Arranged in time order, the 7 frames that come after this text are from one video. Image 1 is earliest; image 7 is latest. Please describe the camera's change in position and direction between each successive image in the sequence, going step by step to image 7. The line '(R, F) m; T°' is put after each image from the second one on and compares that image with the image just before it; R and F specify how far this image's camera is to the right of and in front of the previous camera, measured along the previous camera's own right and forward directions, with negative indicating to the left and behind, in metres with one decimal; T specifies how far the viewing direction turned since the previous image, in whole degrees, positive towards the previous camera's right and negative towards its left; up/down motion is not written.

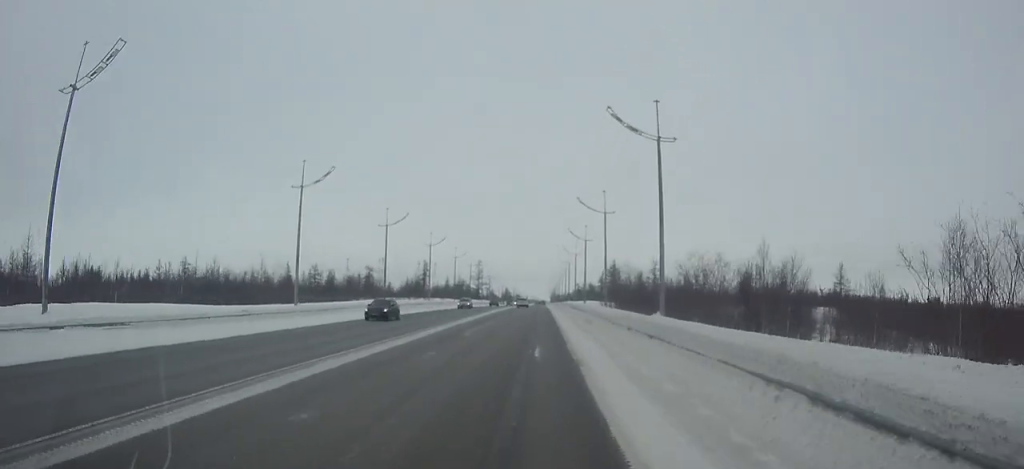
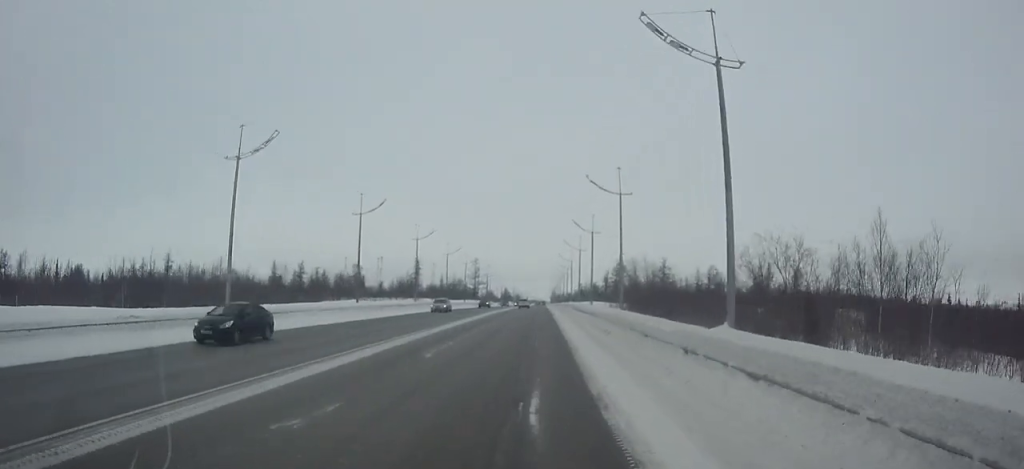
(0.0, +10.1) m; 0°
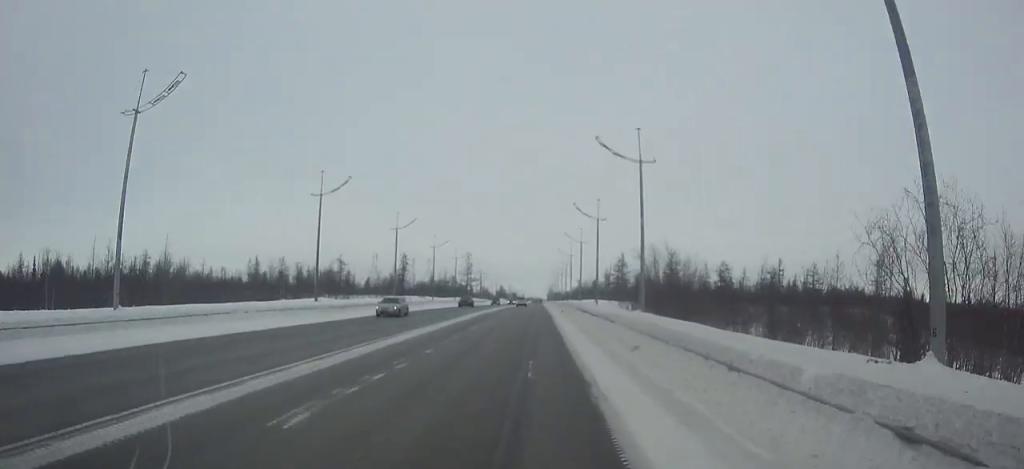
(0.0, +10.1) m; 0°
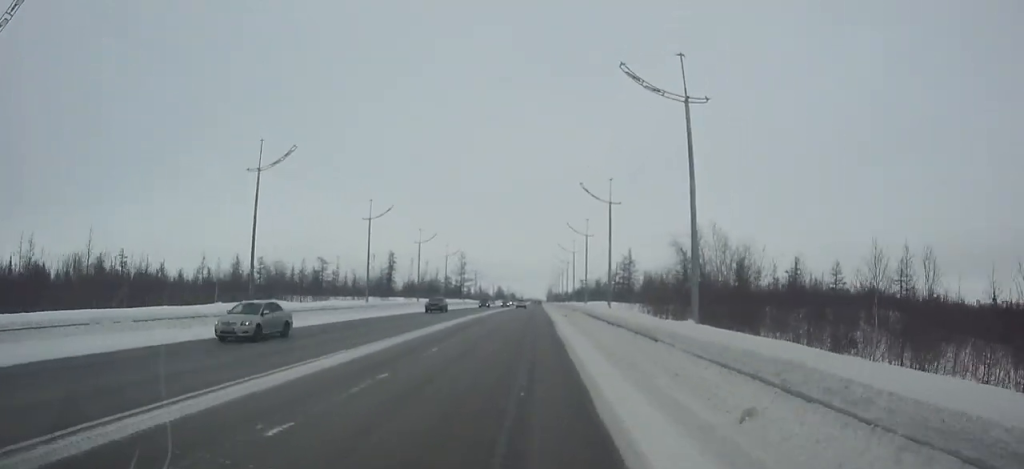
(0.0, +11.2) m; 0°
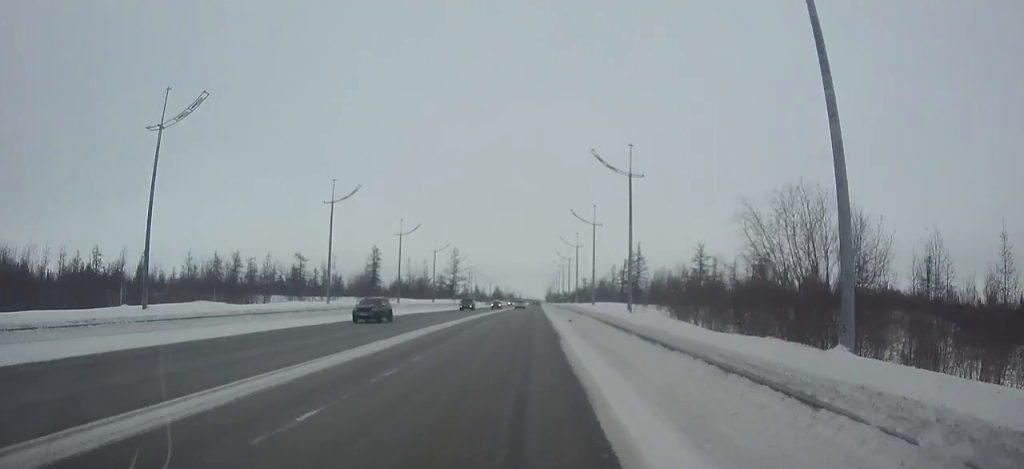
(0.0, +11.2) m; 0°
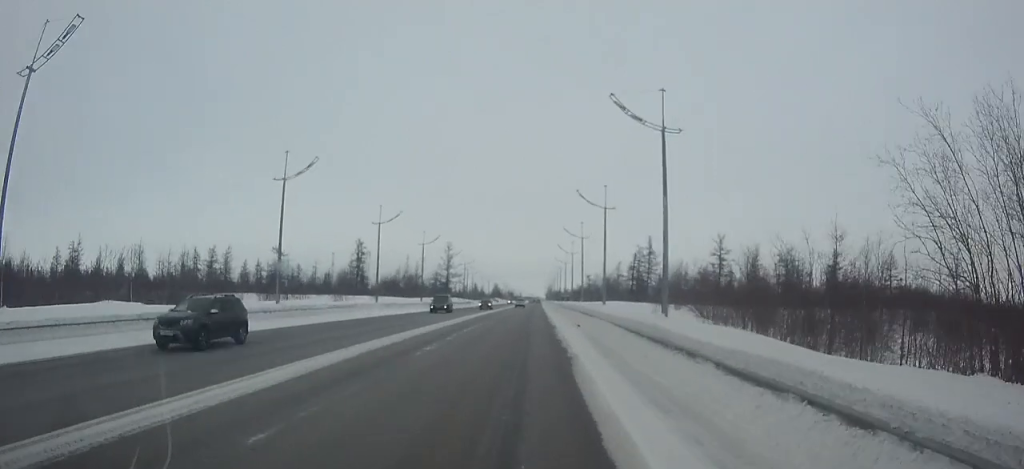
(0.0, +10.1) m; 0°
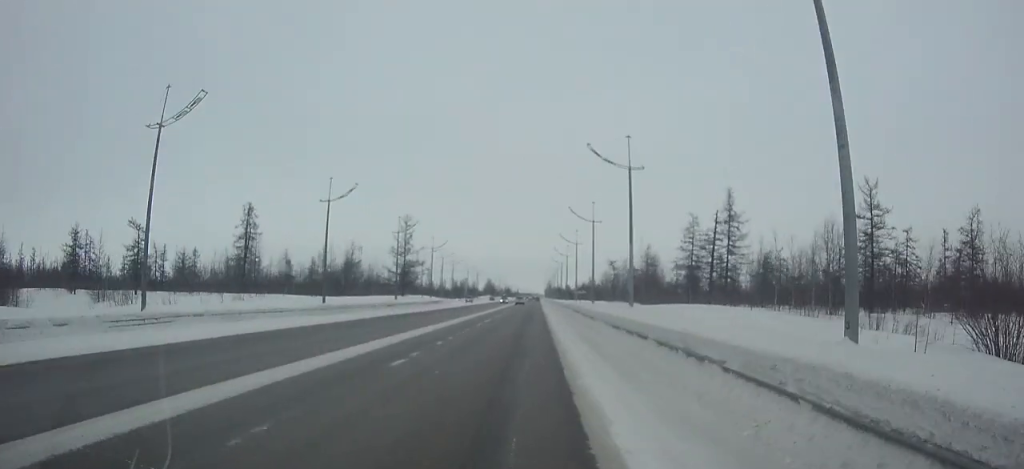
(0.0, +40.5) m; 0°
